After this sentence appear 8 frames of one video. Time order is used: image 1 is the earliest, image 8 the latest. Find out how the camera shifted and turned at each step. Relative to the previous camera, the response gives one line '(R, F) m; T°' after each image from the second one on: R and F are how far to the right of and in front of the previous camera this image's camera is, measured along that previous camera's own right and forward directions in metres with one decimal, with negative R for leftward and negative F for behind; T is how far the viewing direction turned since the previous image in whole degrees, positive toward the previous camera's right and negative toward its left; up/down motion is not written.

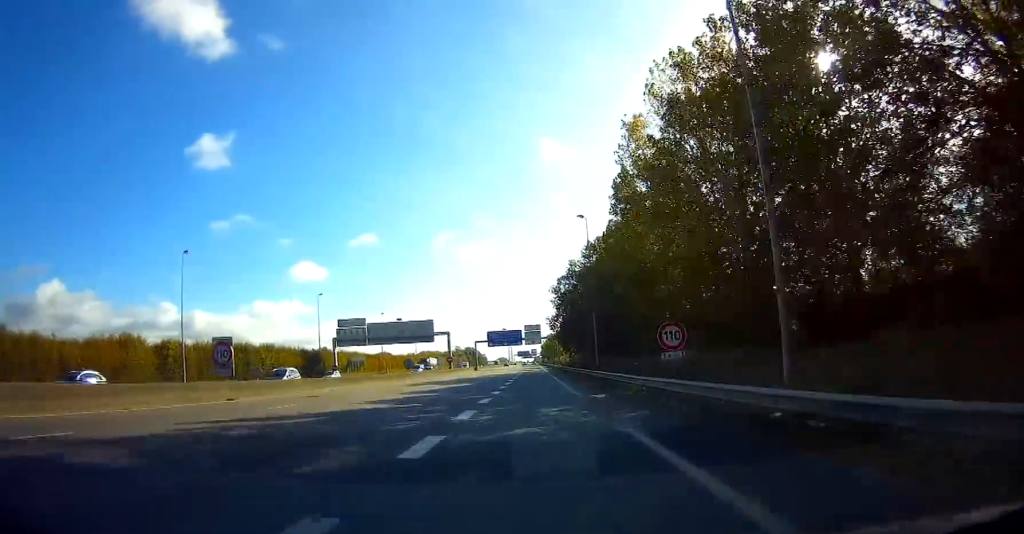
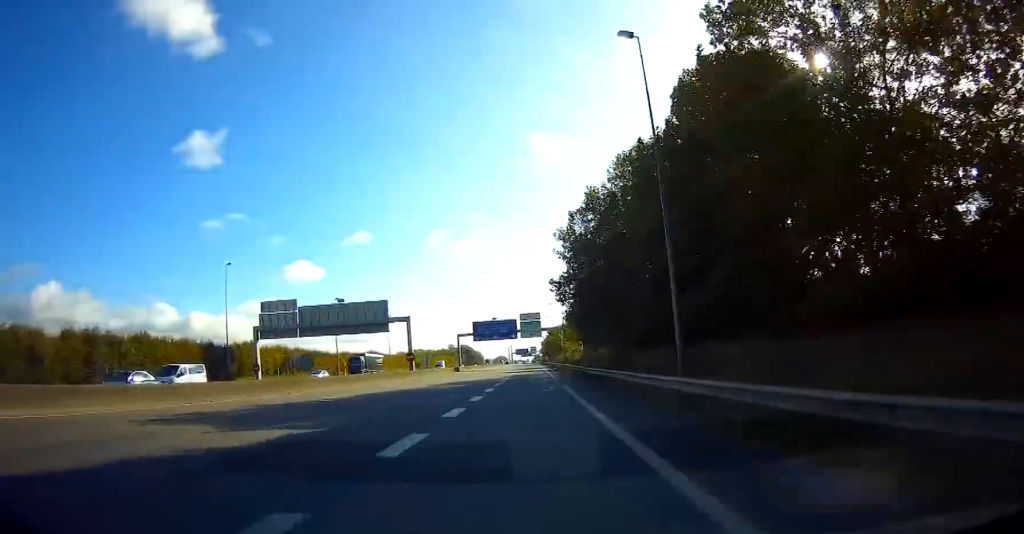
(+0.7, +33.0) m; +1°
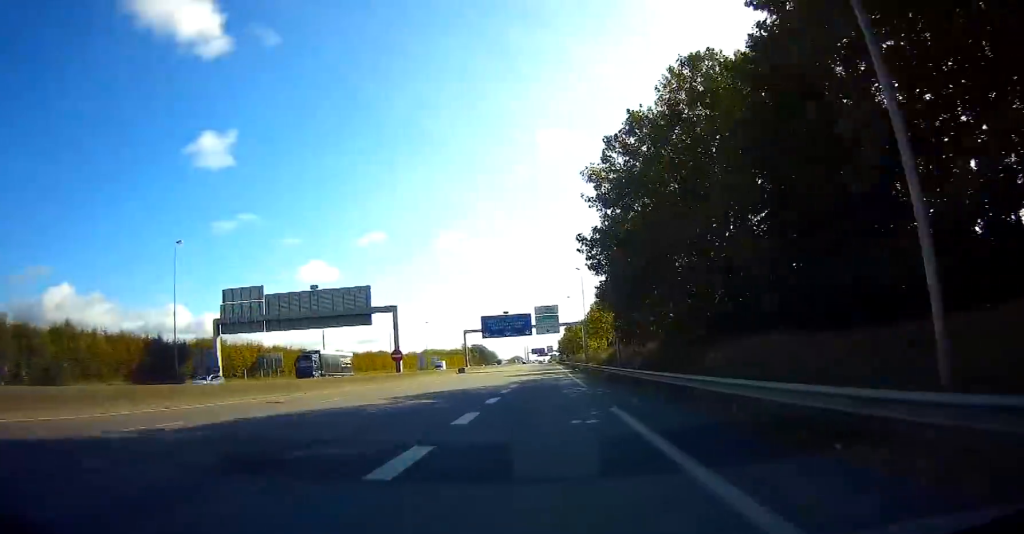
(0.0, +15.2) m; -1°
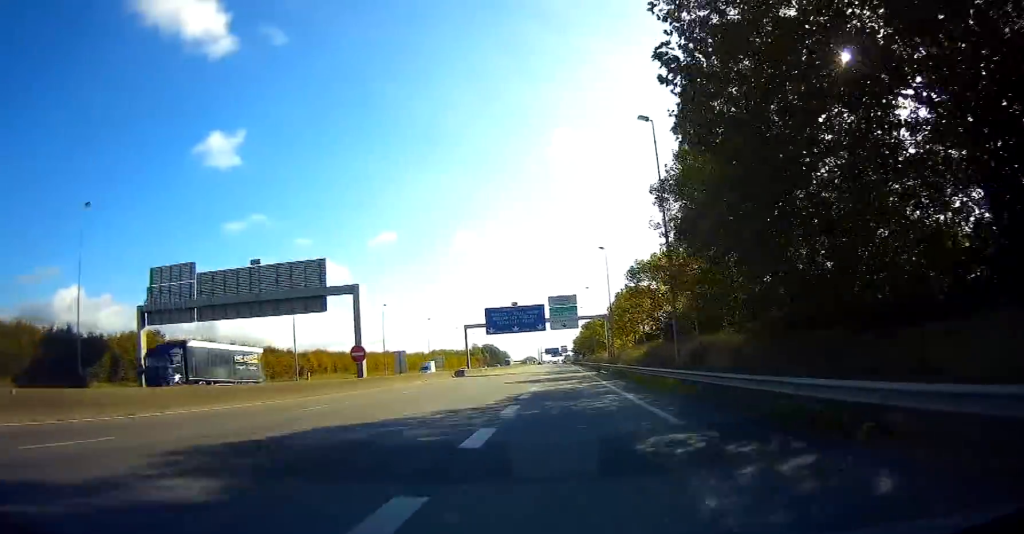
(-0.6, +17.5) m; -2°
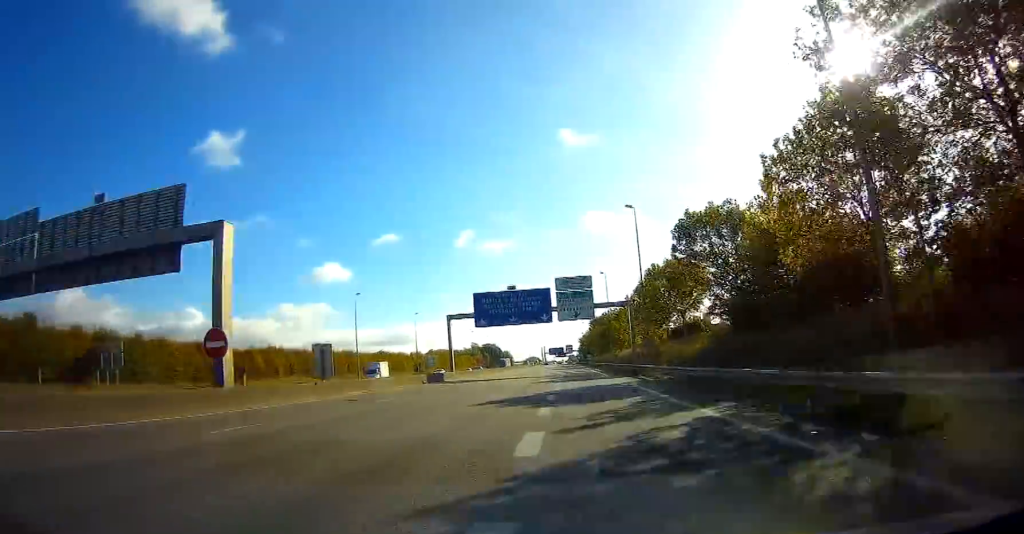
(-0.1, +21.1) m; 0°
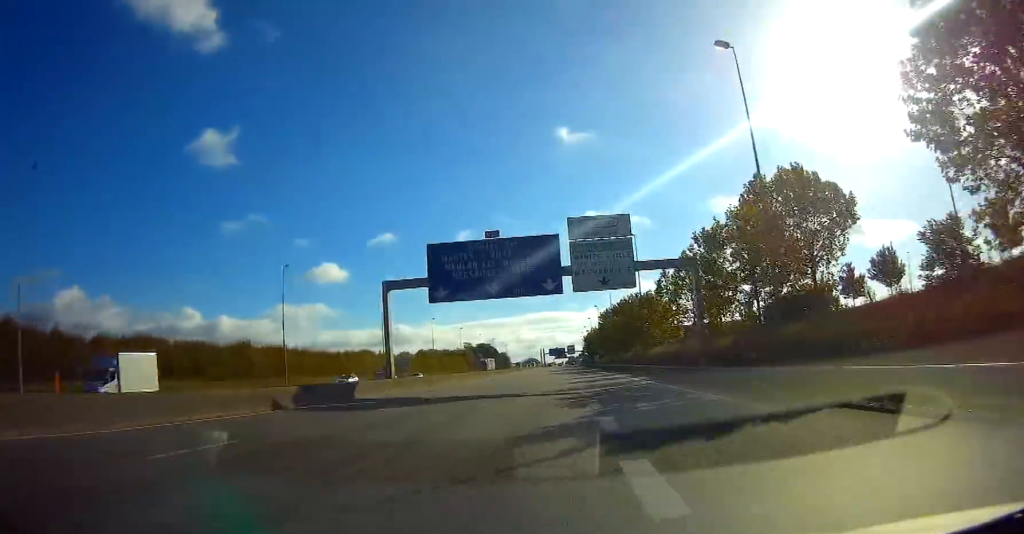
(0.0, +30.2) m; 0°
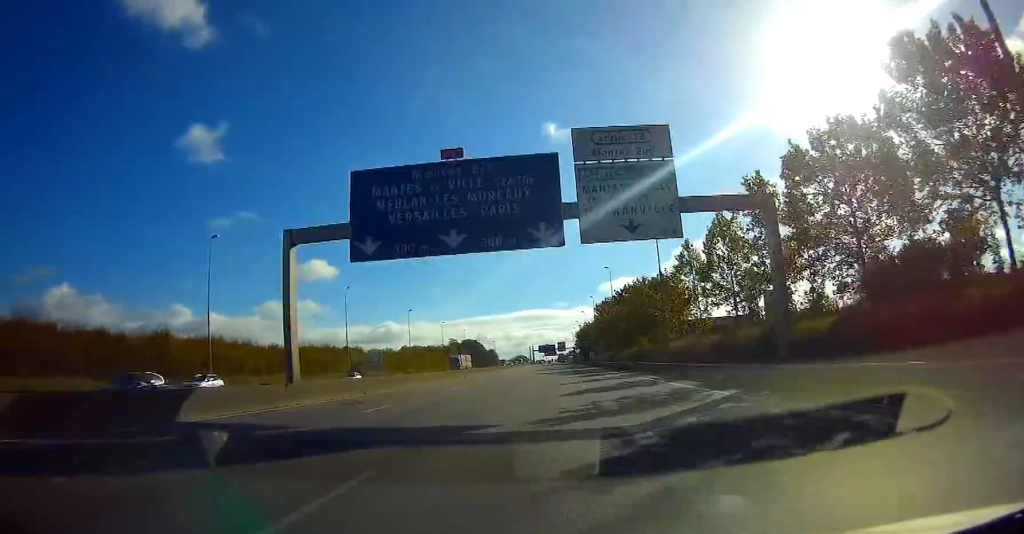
(-0.1, +15.7) m; +1°
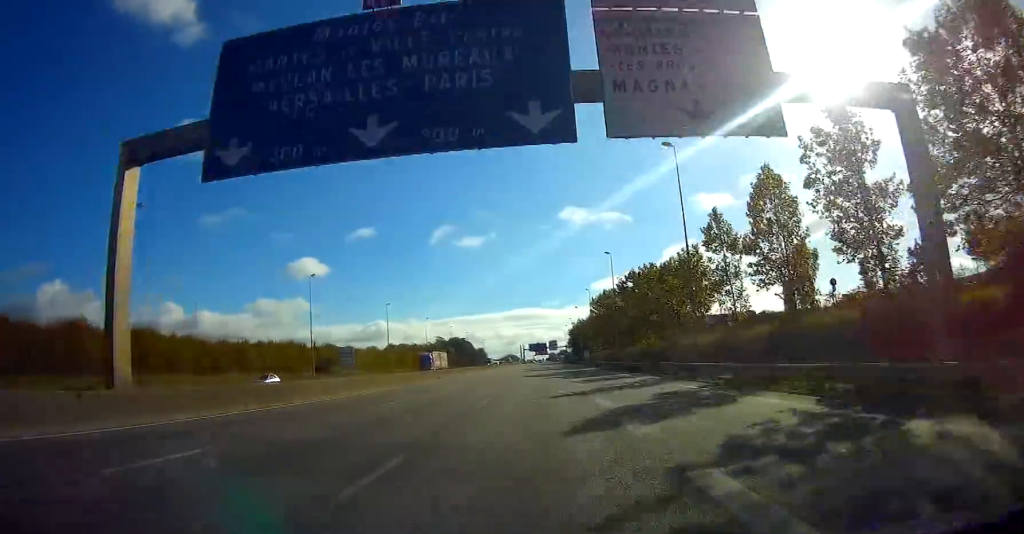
(+0.2, +12.1) m; +1°
